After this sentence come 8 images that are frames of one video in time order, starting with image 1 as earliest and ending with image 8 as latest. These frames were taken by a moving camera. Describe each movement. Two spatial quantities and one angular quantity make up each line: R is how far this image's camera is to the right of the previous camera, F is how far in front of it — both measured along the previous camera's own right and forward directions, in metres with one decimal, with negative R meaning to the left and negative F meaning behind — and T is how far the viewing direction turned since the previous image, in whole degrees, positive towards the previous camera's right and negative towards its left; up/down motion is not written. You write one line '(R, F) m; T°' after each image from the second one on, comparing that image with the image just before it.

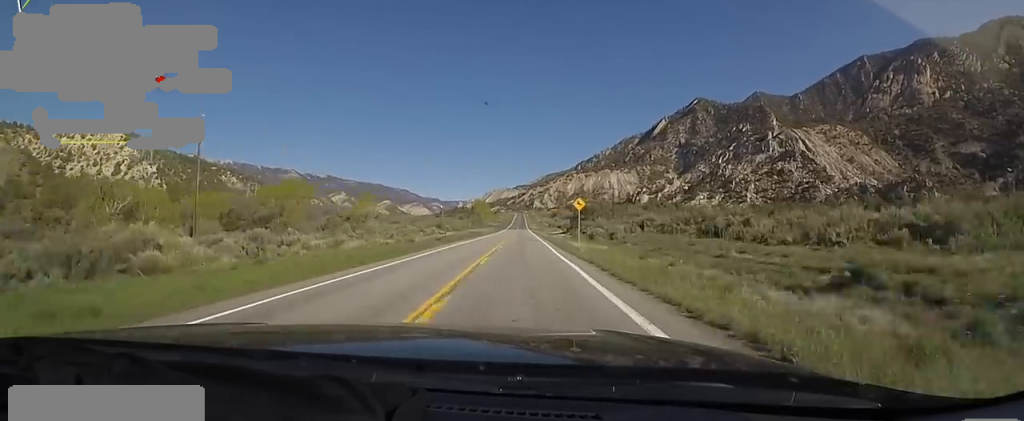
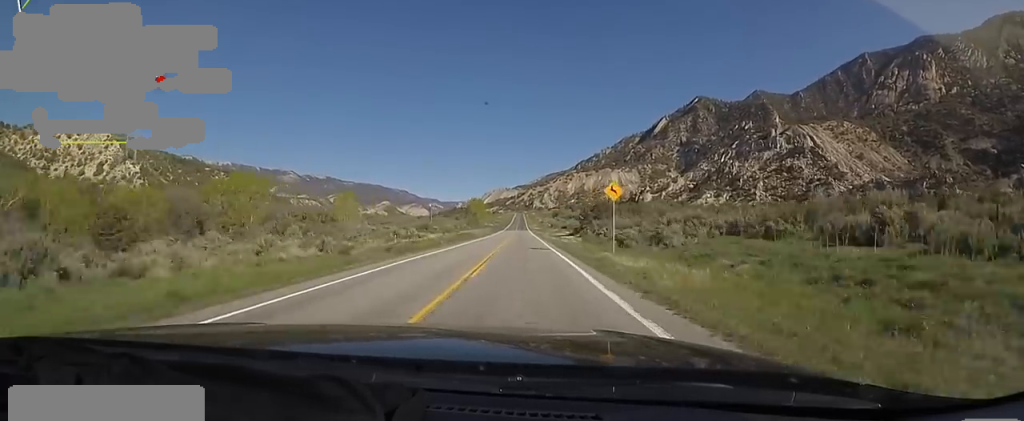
(-0.3, +16.2) m; 0°
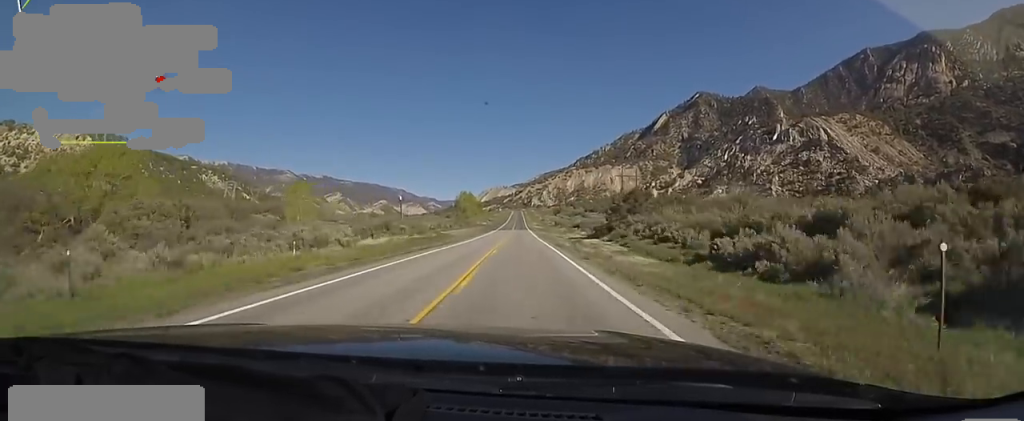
(-0.1, +27.4) m; +1°
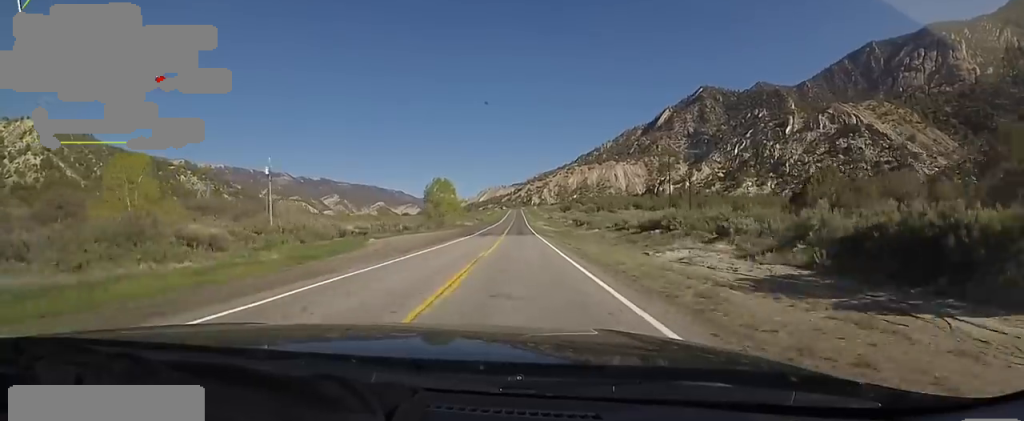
(+0.9, +49.7) m; -1°
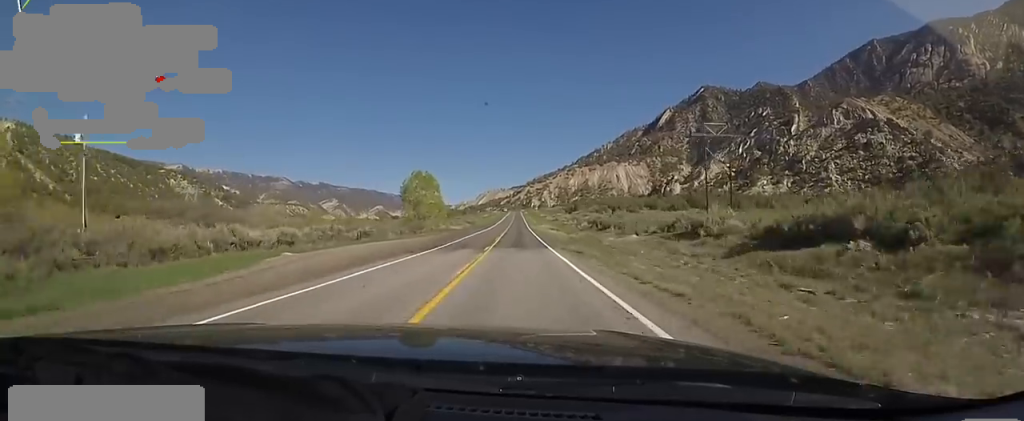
(-0.6, +21.2) m; -1°
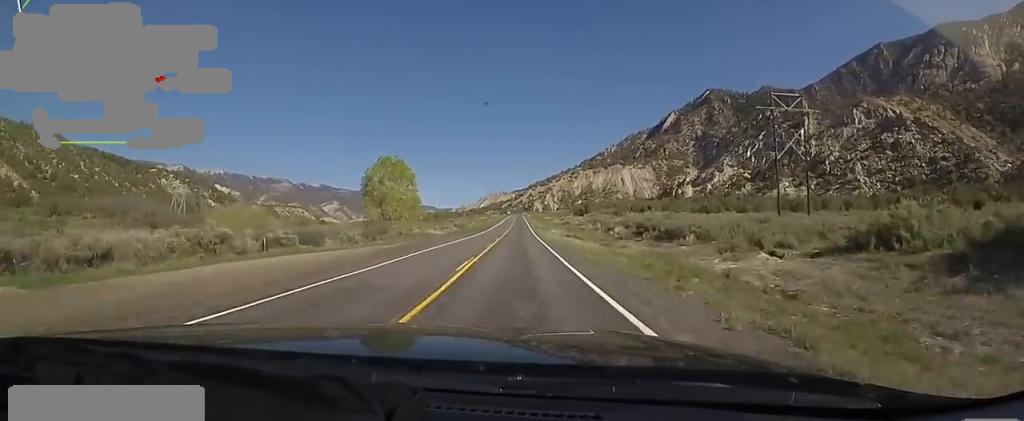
(-0.2, +23.2) m; 0°
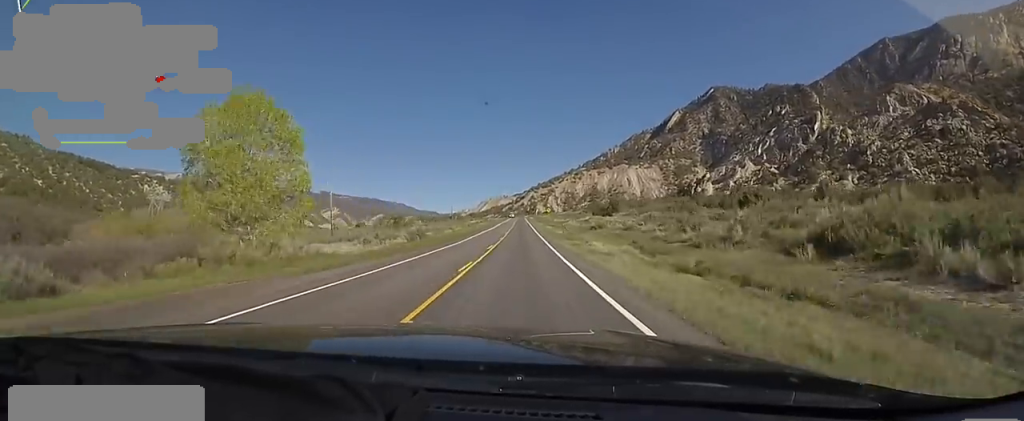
(+0.7, +38.4) m; +2°
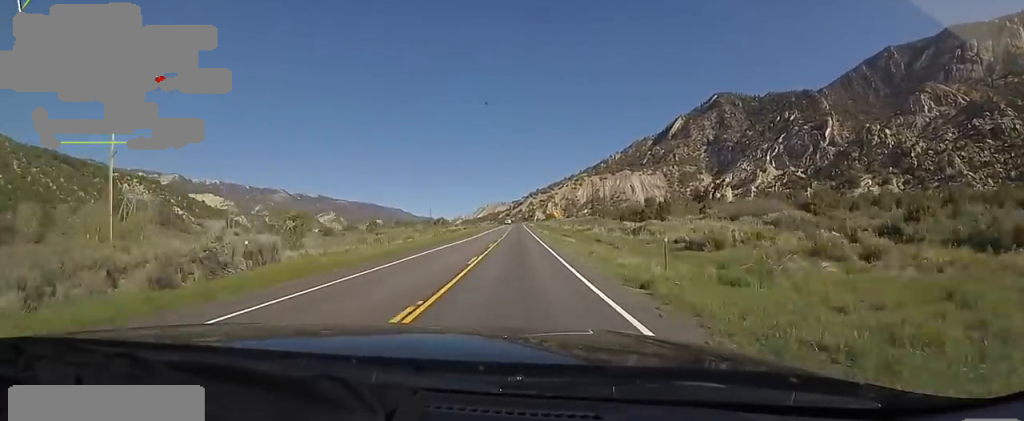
(+0.4, +34.6) m; -1°
